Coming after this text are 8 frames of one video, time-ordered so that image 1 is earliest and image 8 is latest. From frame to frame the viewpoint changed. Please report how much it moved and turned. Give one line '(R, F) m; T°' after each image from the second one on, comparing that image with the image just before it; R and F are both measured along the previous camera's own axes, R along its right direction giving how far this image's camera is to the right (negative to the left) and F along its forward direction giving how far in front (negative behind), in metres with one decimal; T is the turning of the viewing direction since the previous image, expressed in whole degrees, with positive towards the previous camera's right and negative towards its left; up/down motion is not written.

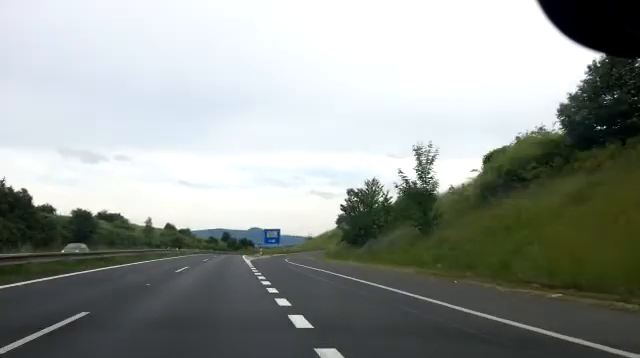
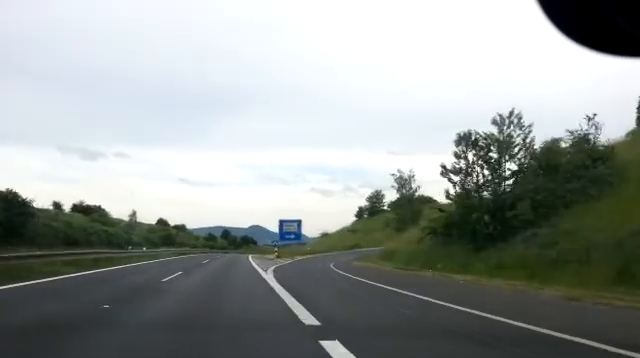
(+0.6, +24.4) m; +1°
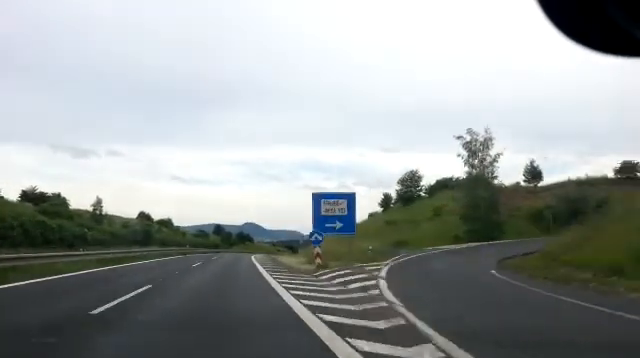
(-0.1, +27.3) m; 0°
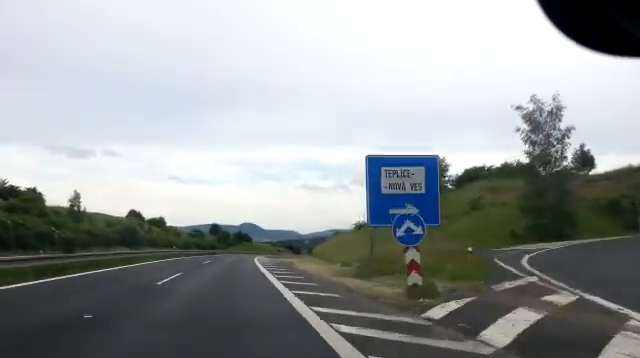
(-0.1, +12.7) m; 0°
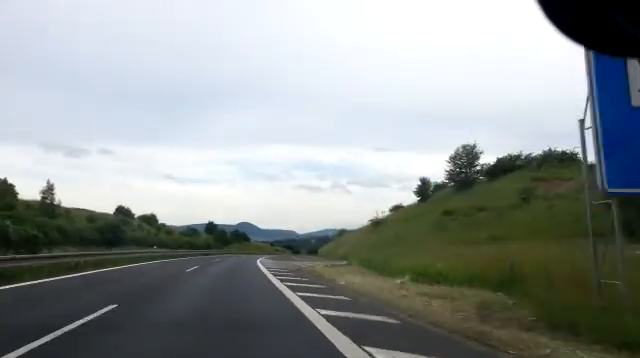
(+0.1, +11.2) m; +1°
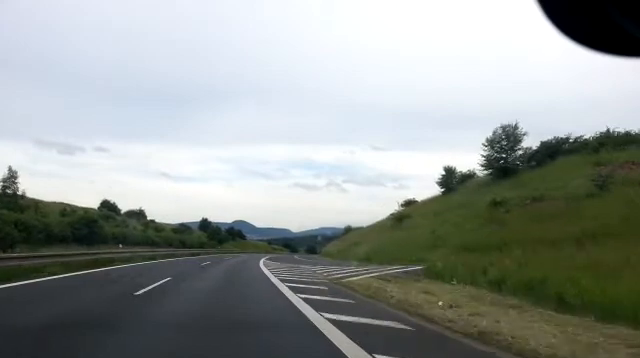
(0.0, +11.2) m; +1°
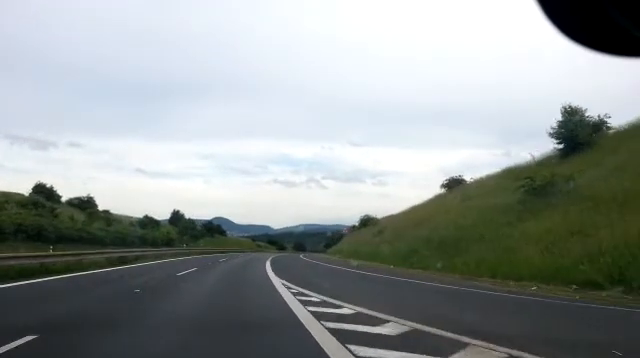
(+0.7, +30.0) m; +1°
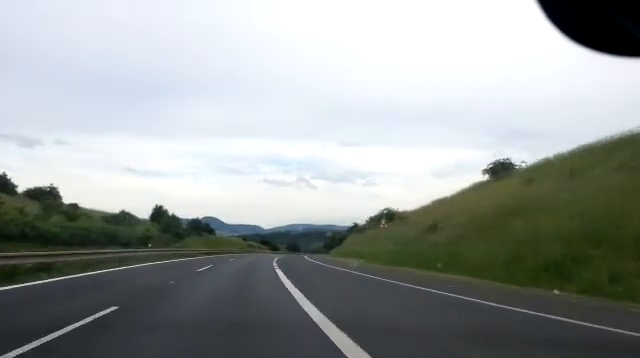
(-0.3, +15.8) m; +1°
